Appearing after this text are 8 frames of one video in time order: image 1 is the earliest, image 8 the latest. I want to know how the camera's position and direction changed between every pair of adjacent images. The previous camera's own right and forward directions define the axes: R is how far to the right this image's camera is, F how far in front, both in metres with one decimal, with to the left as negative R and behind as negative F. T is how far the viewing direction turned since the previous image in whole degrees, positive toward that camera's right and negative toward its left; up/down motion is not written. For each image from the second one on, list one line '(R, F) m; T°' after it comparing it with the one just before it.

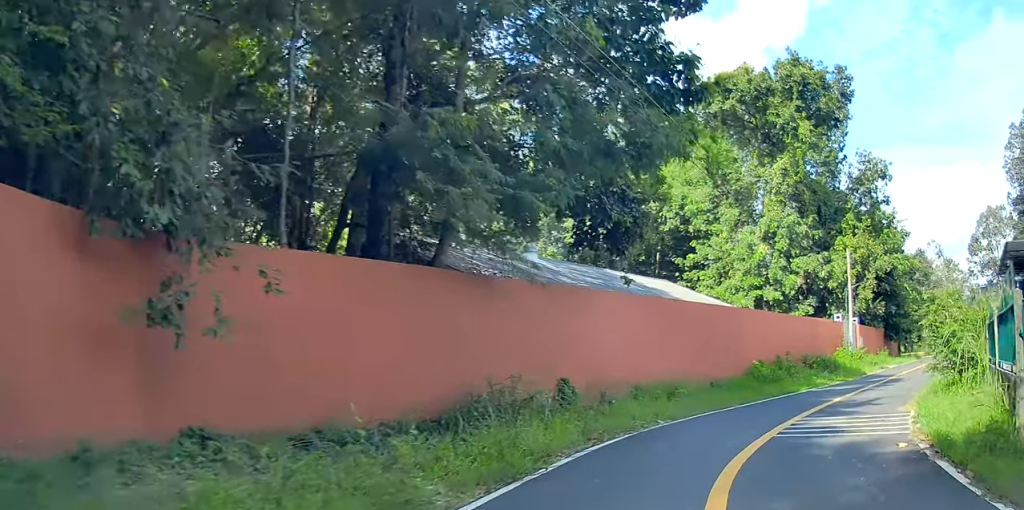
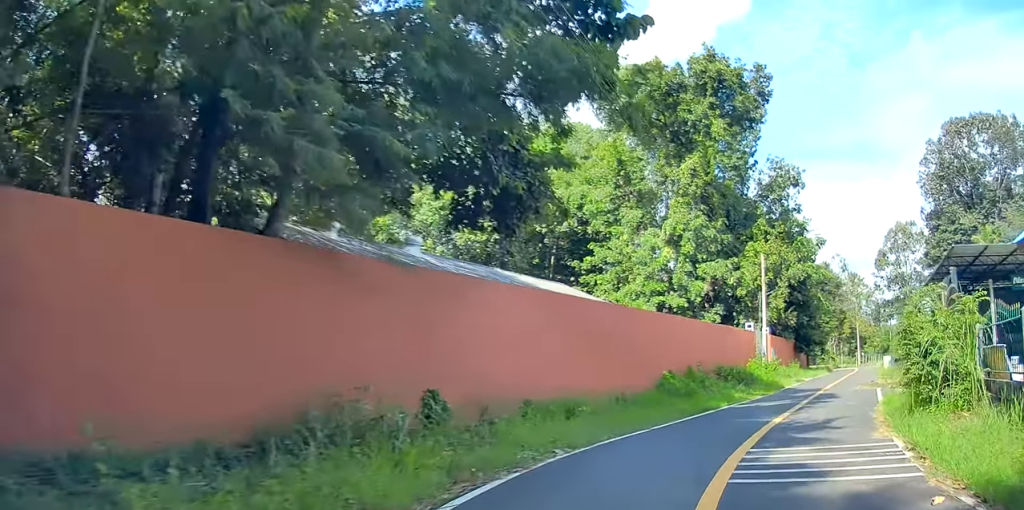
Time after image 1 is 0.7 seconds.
(-0.1, +3.2) m; +5°
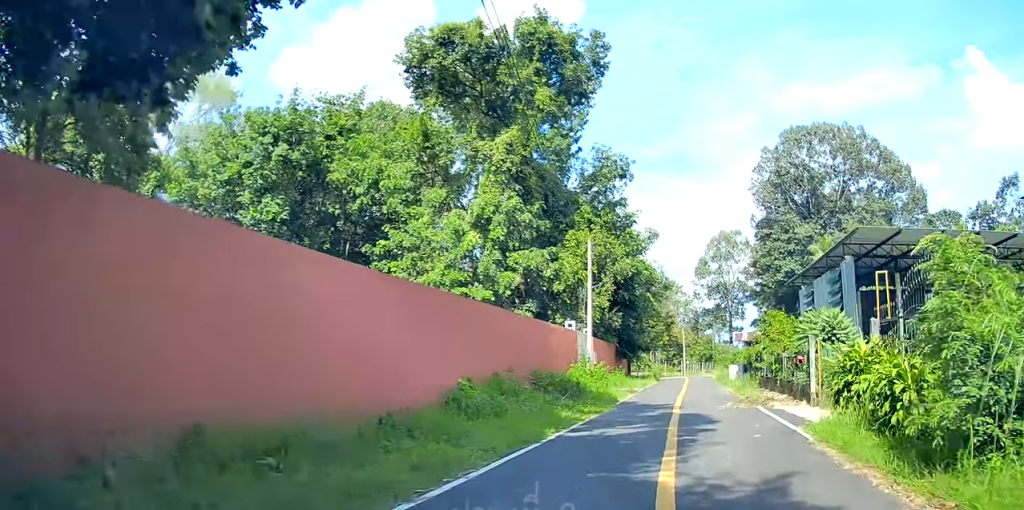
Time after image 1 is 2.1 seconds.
(+0.7, +6.2) m; +17°
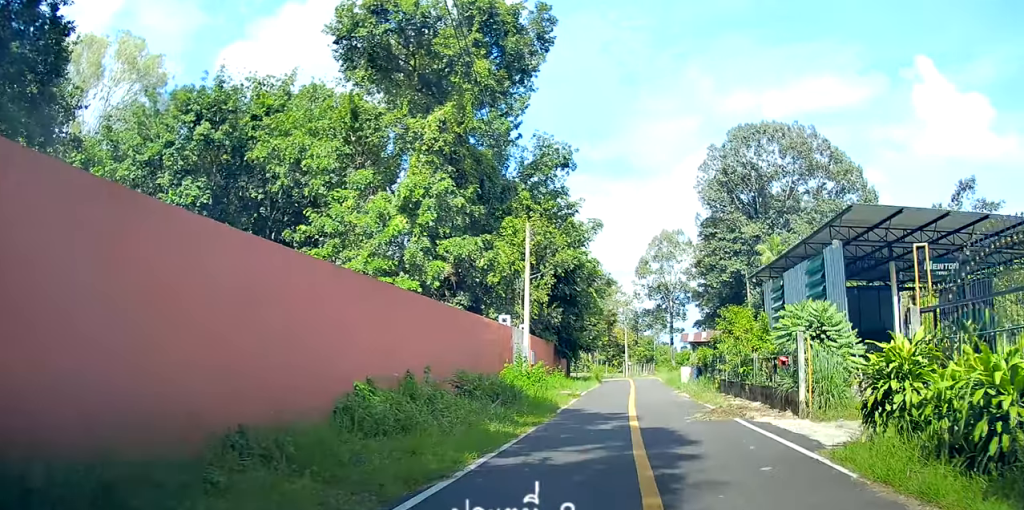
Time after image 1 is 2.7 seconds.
(+0.4, +3.3) m; +6°
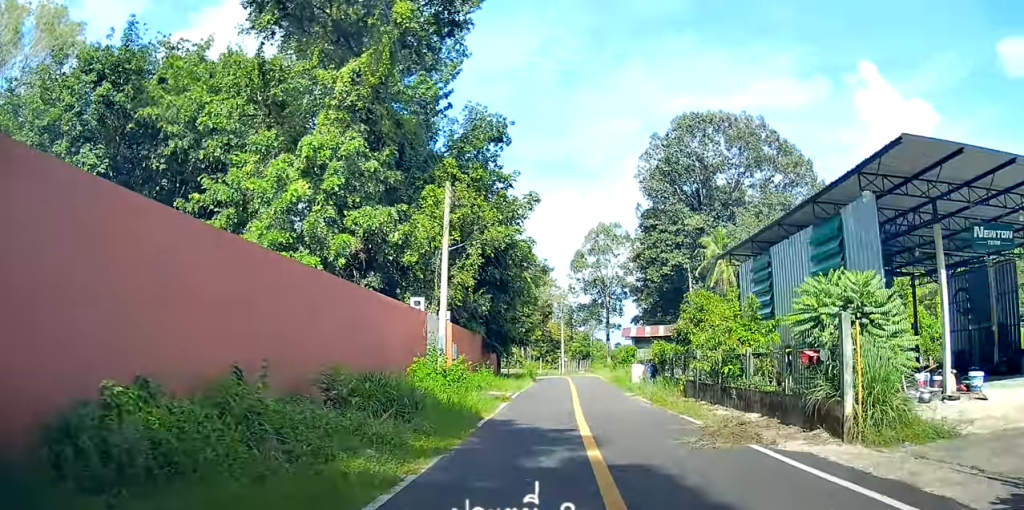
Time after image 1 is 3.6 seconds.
(+0.3, +5.0) m; +3°
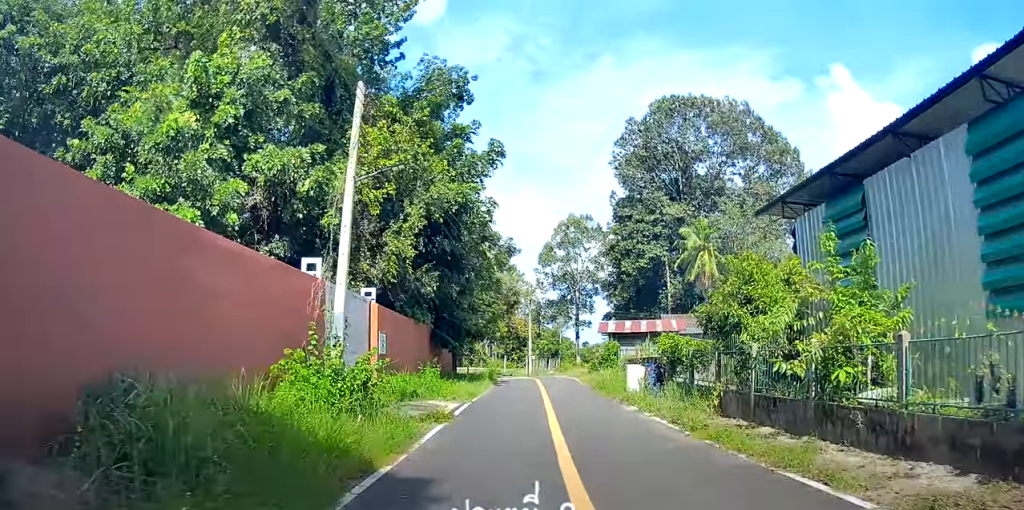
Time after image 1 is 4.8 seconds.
(0.0, +7.1) m; 0°
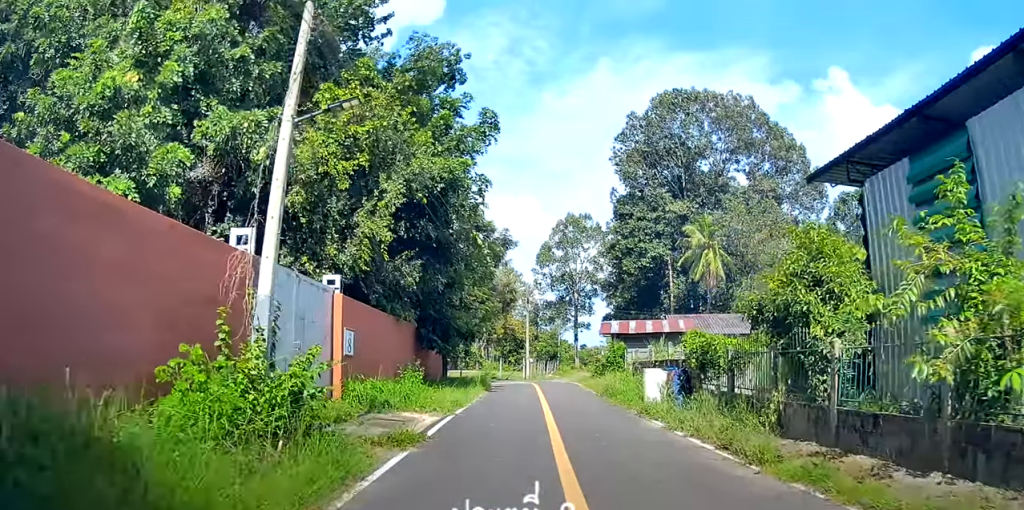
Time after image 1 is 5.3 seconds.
(0.0, +3.5) m; +1°
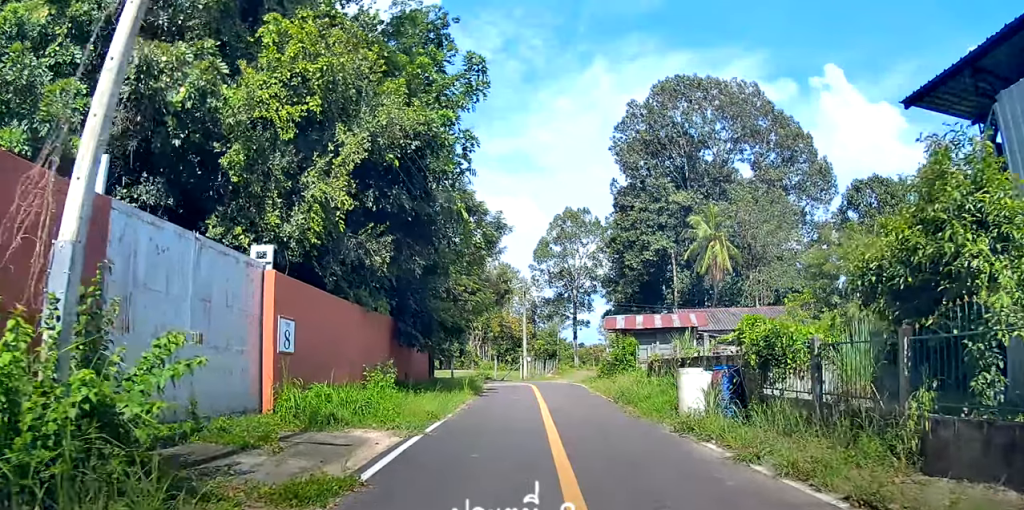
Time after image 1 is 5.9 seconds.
(+0.1, +4.2) m; +2°
